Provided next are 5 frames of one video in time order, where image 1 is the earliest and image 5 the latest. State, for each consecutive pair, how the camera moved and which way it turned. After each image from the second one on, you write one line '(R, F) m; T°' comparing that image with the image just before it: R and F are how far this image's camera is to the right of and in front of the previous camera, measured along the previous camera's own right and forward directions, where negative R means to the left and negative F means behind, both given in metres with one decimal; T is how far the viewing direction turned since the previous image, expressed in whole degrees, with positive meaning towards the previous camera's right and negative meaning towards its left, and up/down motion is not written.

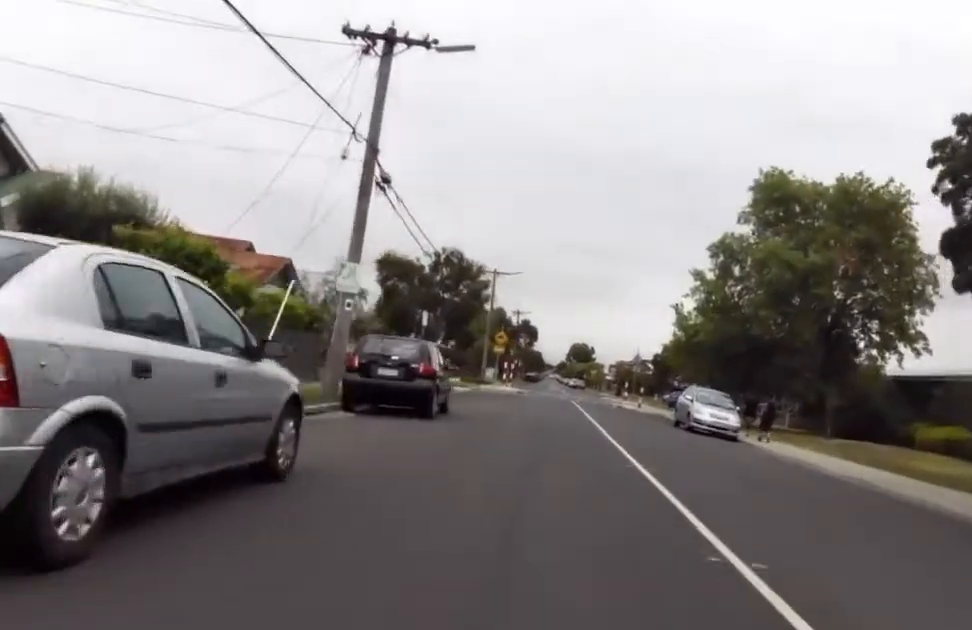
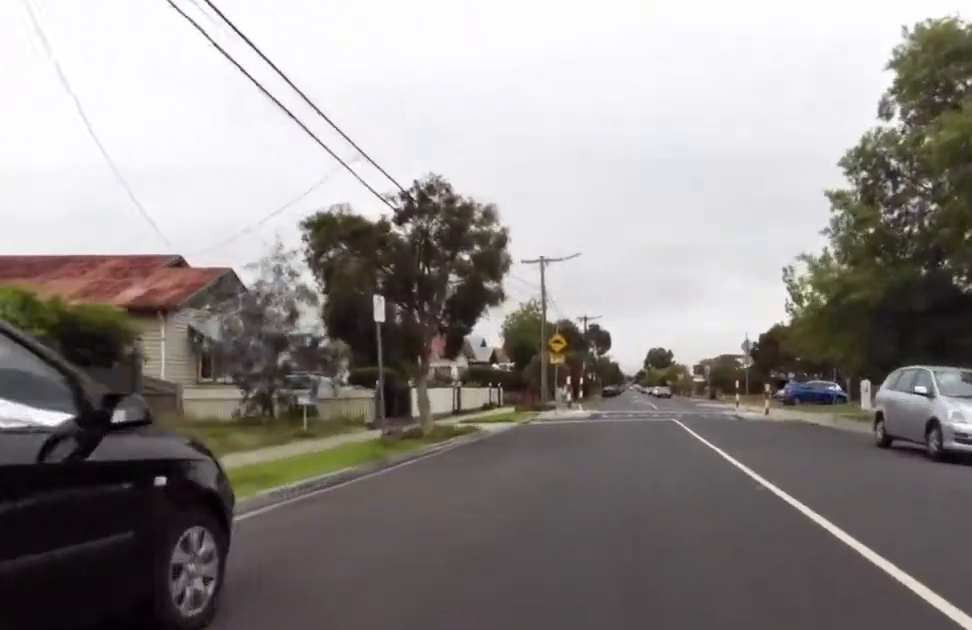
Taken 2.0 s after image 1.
(0.0, +13.2) m; -11°
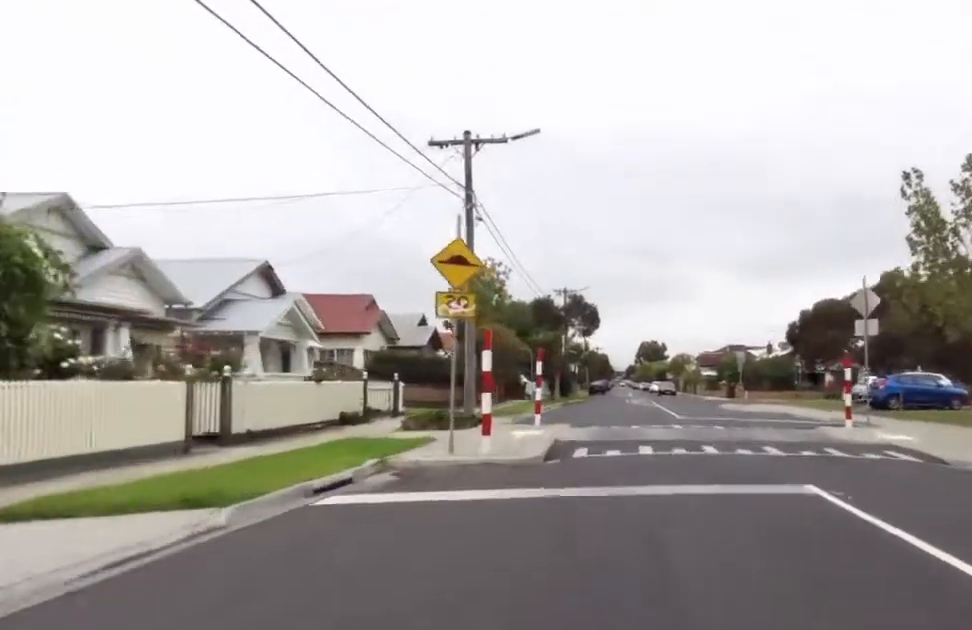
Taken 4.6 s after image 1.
(-0.4, +18.3) m; -1°
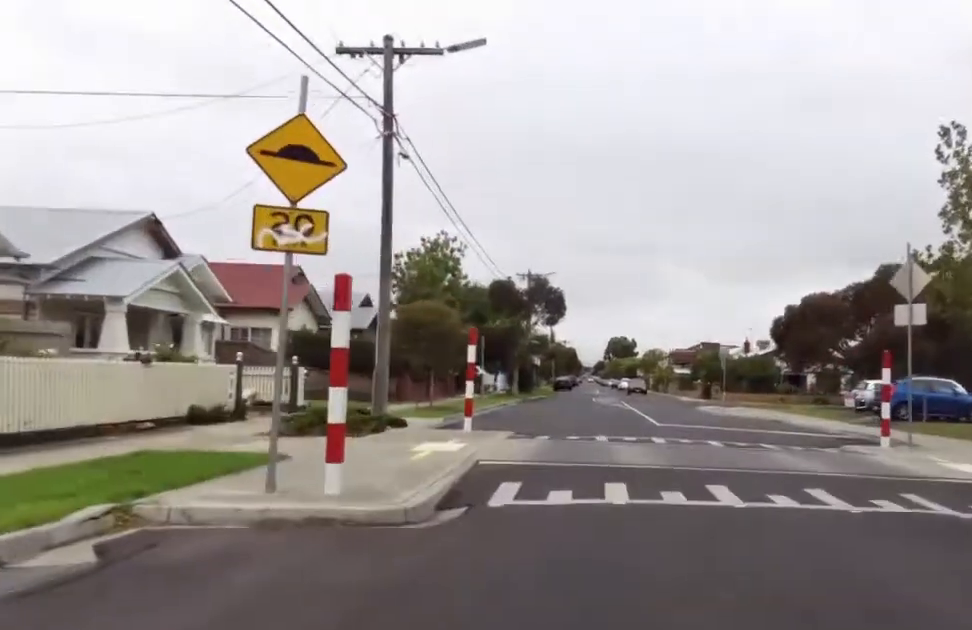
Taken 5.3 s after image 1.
(0.0, +4.8) m; +4°
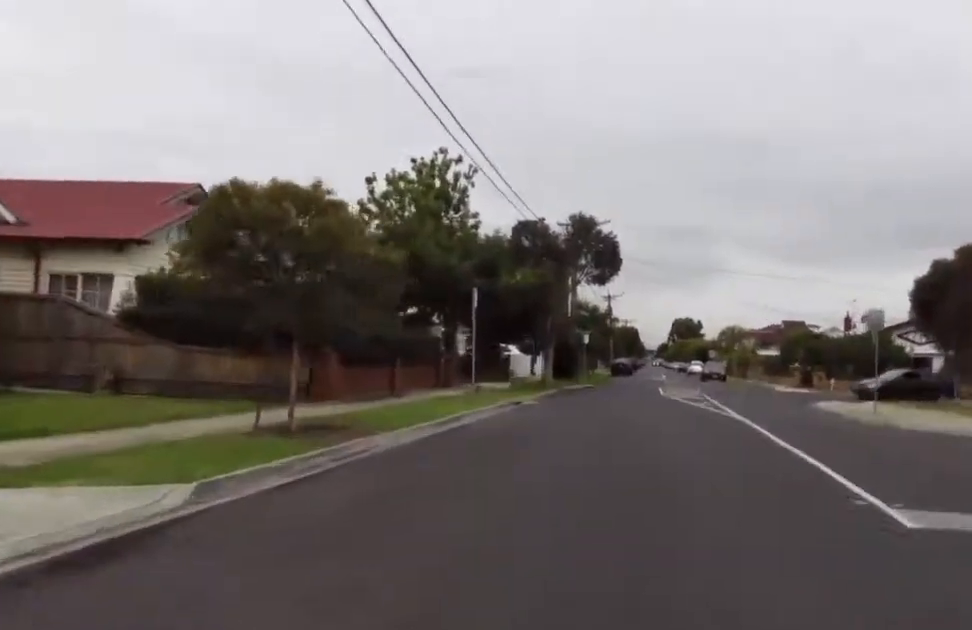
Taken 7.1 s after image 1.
(+2.0, +12.9) m; +7°
